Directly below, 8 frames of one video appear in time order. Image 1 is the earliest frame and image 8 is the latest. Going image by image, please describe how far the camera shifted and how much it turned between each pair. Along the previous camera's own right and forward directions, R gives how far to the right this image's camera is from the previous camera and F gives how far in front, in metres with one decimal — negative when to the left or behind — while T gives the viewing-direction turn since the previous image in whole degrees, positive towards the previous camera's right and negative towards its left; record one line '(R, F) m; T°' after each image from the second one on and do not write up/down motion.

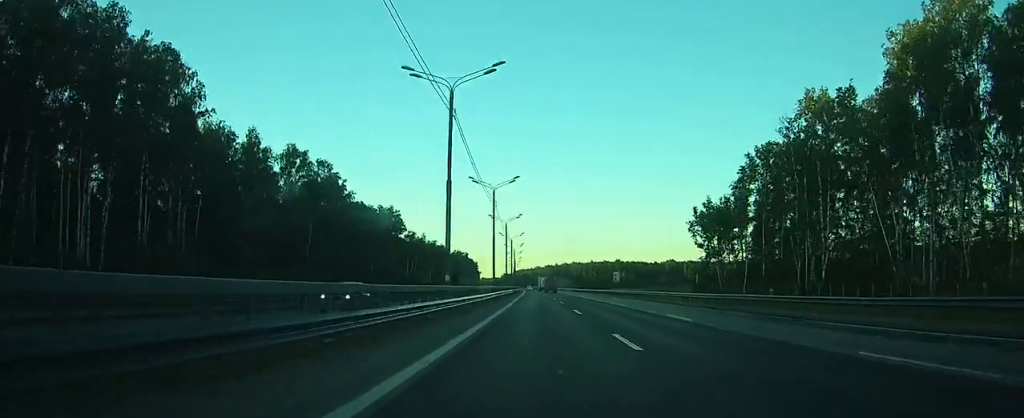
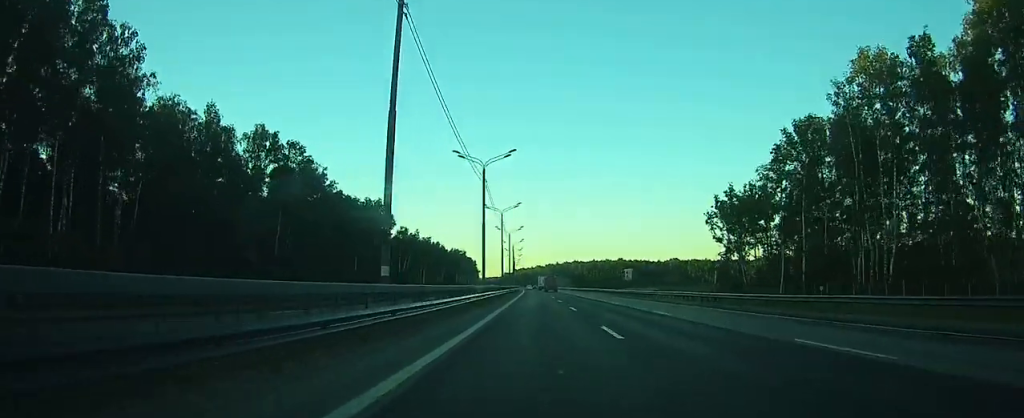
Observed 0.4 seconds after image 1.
(+0.2, +12.9) m; +1°
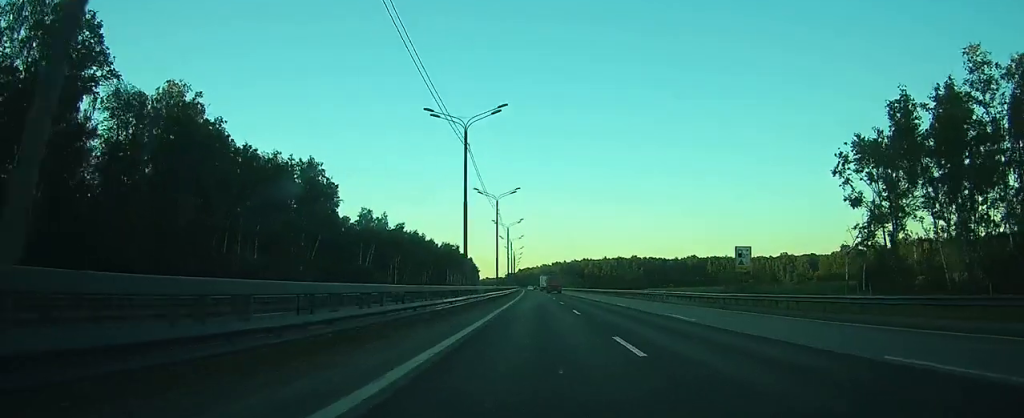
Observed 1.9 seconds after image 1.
(+0.3, +50.0) m; 0°
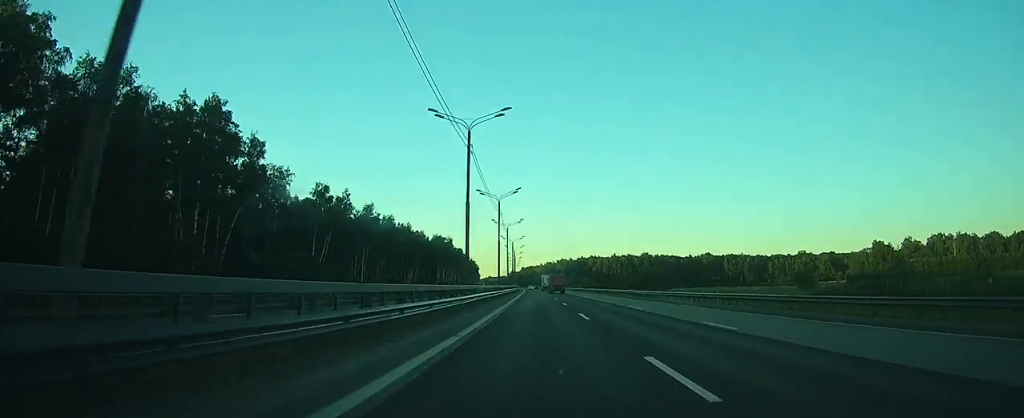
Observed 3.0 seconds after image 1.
(-0.1, +35.5) m; 0°
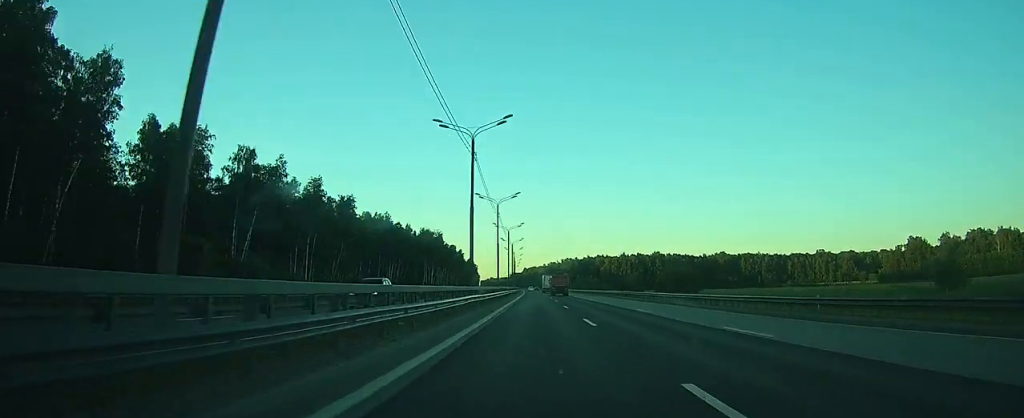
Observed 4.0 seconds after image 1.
(-0.1, +34.8) m; 0°
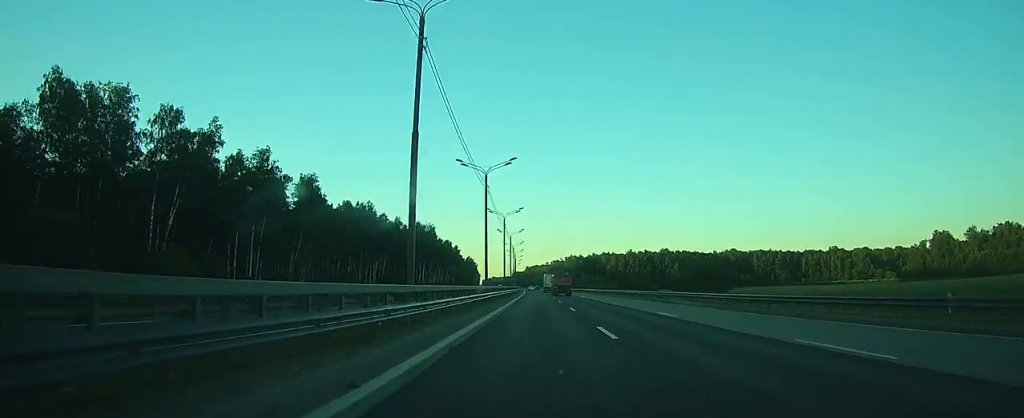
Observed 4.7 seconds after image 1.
(0.0, +21.4) m; 0°
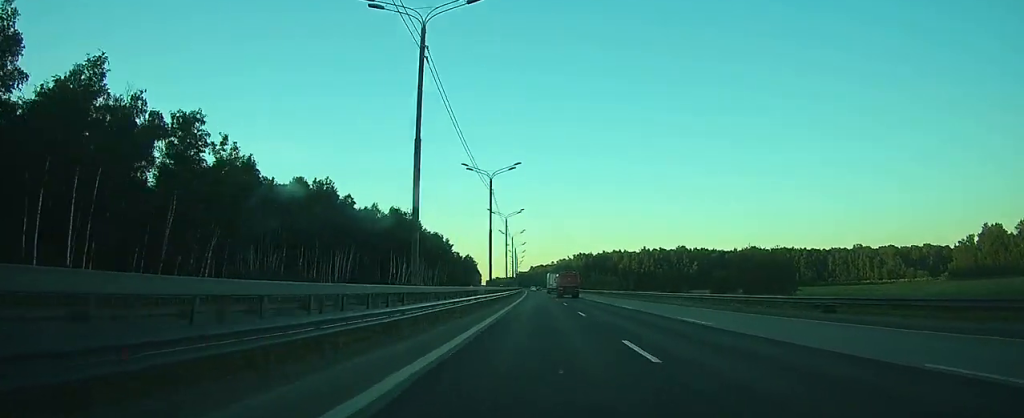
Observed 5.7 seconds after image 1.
(-0.2, +35.9) m; 0°
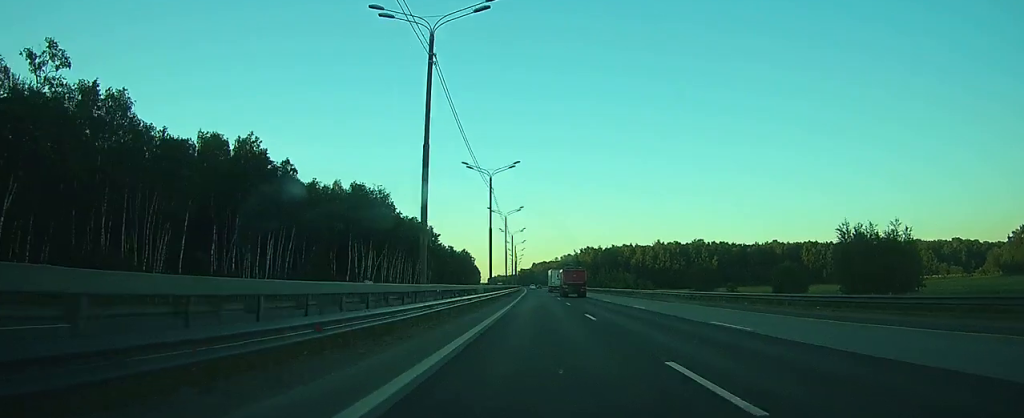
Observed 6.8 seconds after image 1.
(0.0, +35.9) m; 0°
